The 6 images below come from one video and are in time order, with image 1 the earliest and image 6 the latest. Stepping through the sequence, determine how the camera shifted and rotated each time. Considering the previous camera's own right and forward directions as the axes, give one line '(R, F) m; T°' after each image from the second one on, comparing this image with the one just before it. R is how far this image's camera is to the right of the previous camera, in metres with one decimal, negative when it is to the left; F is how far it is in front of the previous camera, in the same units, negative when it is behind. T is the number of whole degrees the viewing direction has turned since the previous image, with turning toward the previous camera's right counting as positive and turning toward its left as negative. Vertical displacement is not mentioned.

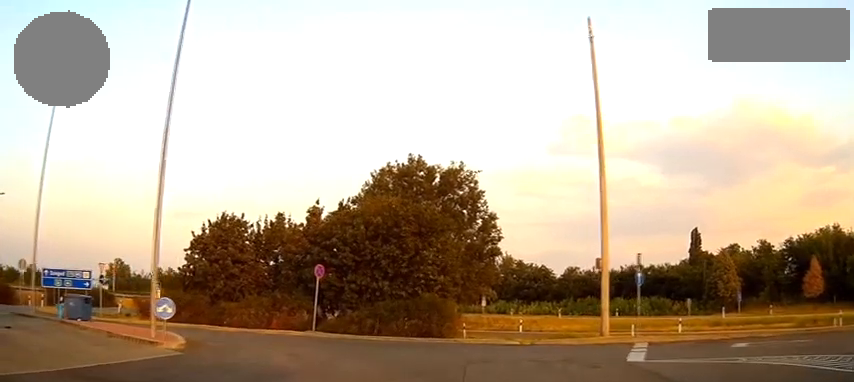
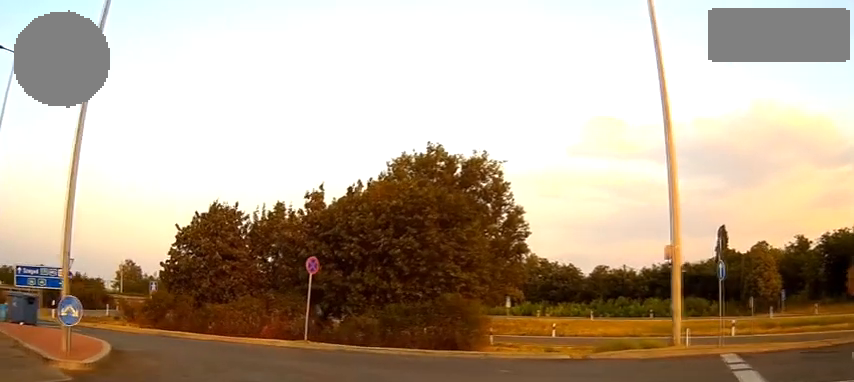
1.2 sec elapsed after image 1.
(-0.2, +6.6) m; -5°
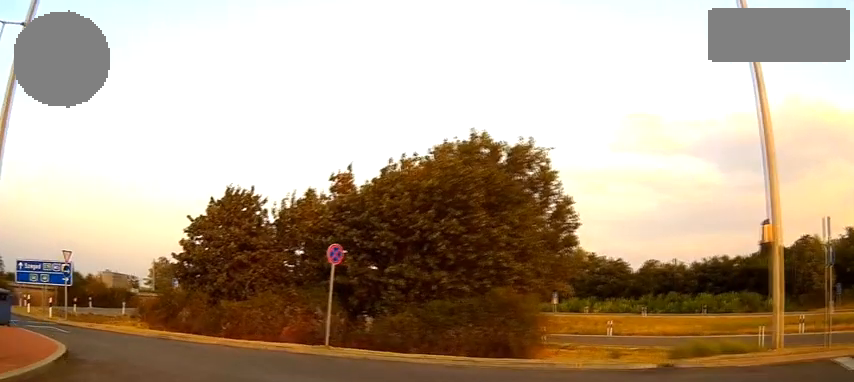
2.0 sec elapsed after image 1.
(-0.2, +4.6) m; -4°
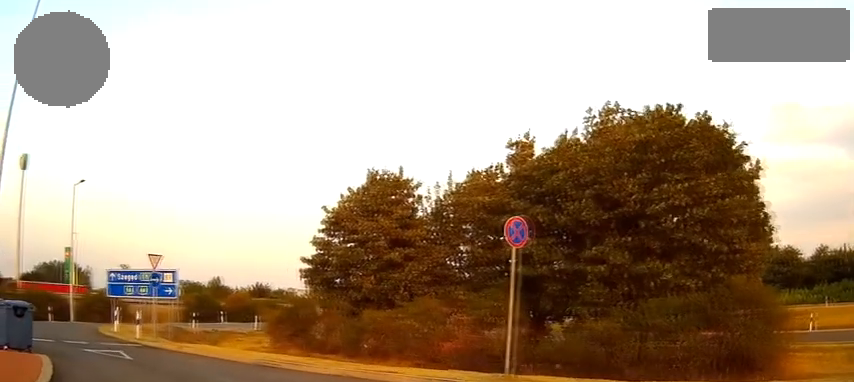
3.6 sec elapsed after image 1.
(-0.4, +7.3) m; -11°
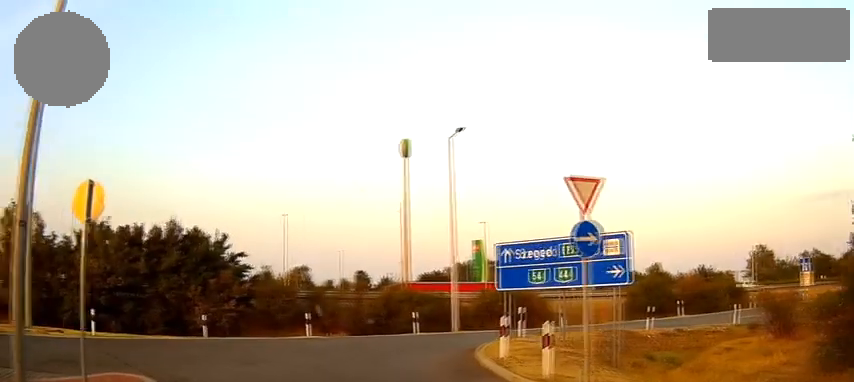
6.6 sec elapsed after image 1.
(-4.5, +13.8) m; -37°
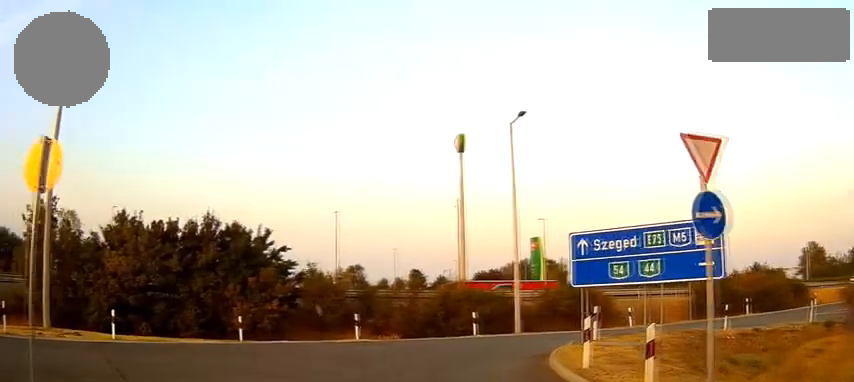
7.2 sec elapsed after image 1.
(-0.3, +2.7) m; -6°
